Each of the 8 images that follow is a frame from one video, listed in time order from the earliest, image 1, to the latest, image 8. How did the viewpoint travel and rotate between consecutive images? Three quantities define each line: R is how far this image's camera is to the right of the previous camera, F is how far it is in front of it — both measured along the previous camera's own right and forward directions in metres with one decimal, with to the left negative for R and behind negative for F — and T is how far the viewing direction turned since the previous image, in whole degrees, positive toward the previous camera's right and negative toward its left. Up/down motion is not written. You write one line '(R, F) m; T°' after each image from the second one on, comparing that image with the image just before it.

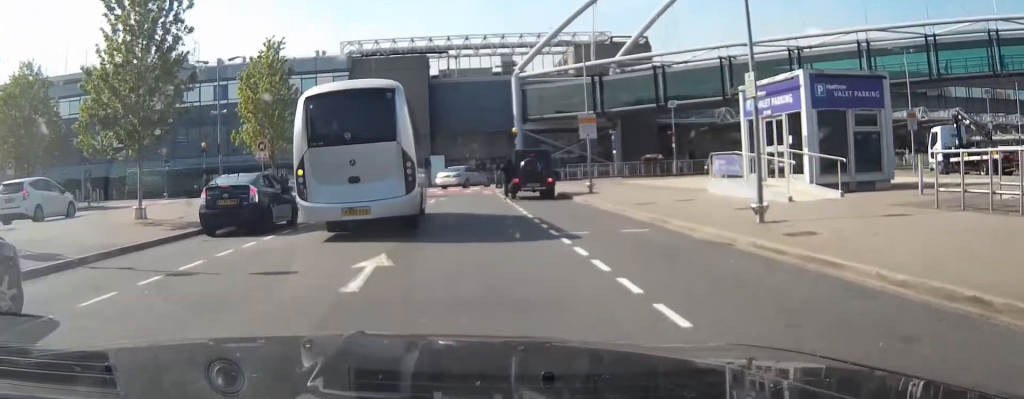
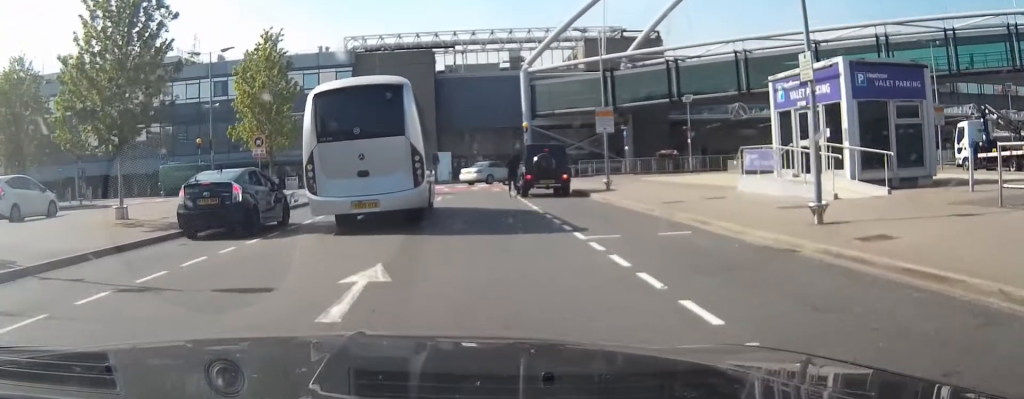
(-0.1, +1.9) m; -1°
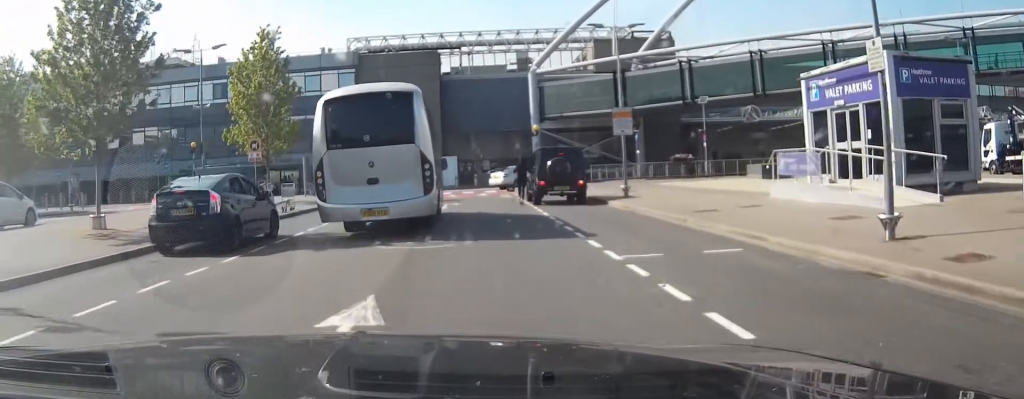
(-0.1, +1.7) m; -1°
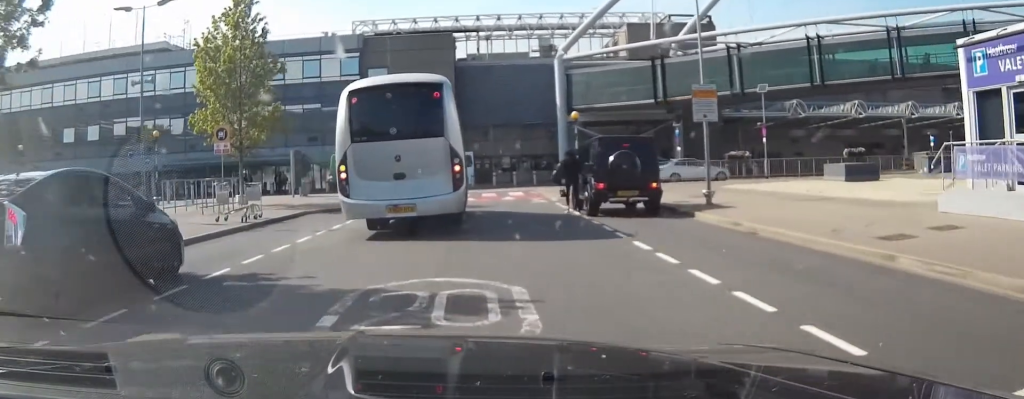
(-0.1, +6.7) m; -9°
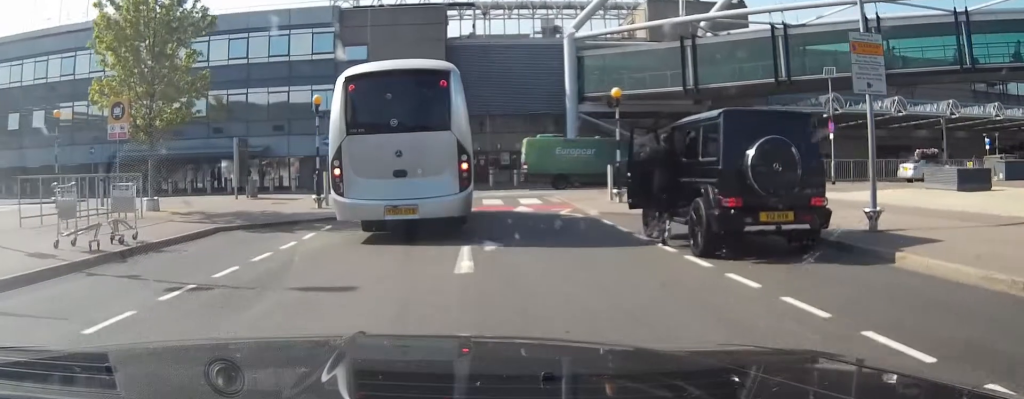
(-1.9, +8.7) m; -10°
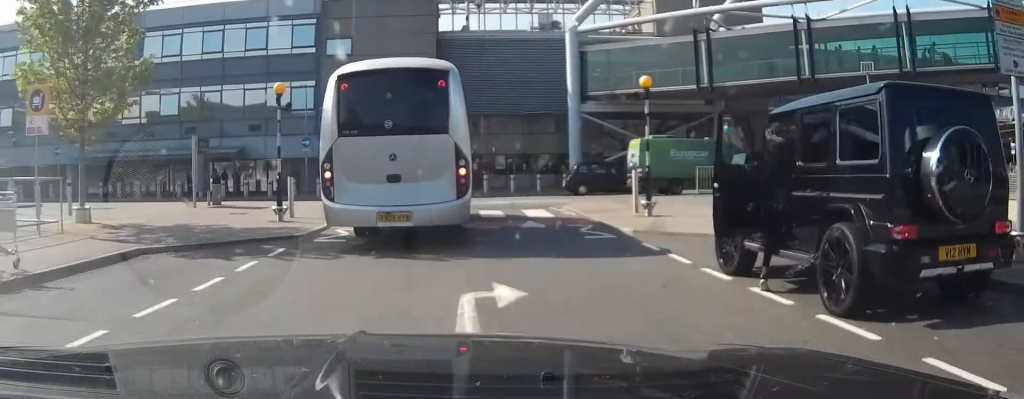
(+0.6, +4.4) m; +14°
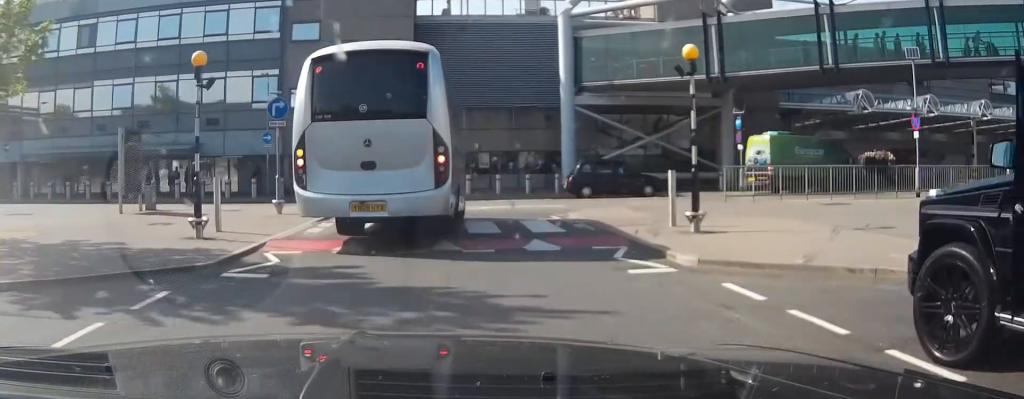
(+0.8, +5.0) m; +12°
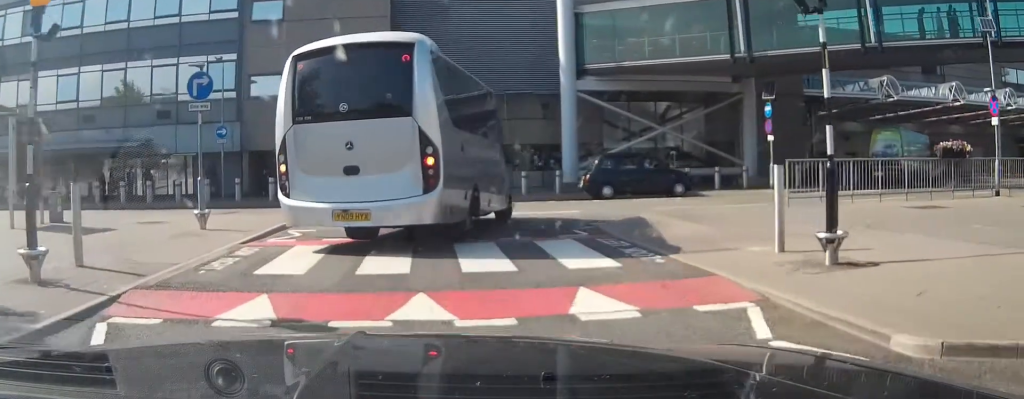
(+0.3, +5.8) m; +3°
